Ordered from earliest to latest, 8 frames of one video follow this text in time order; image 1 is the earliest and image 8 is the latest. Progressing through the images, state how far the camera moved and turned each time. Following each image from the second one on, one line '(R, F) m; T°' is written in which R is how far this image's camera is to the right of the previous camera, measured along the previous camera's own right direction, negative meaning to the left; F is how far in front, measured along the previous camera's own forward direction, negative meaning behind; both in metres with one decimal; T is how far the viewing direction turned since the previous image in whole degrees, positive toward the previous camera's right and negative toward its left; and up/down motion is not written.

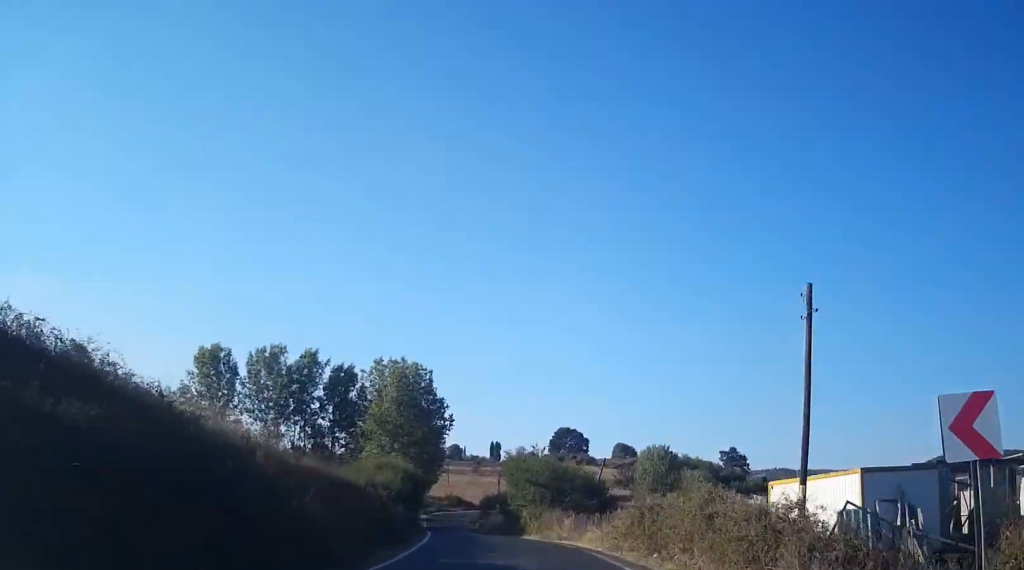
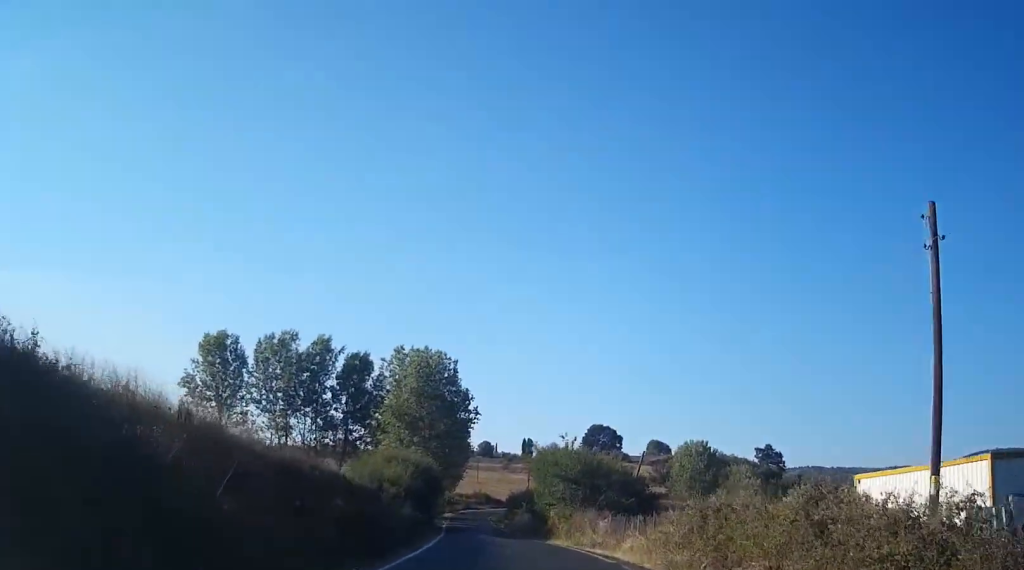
(0.0, +6.5) m; 0°
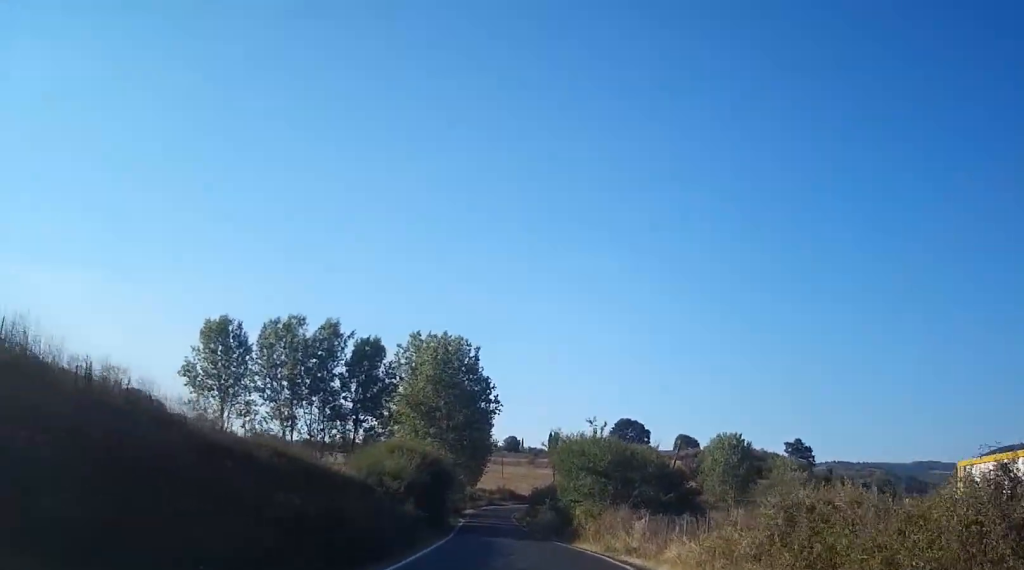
(0.0, +5.9) m; +2°
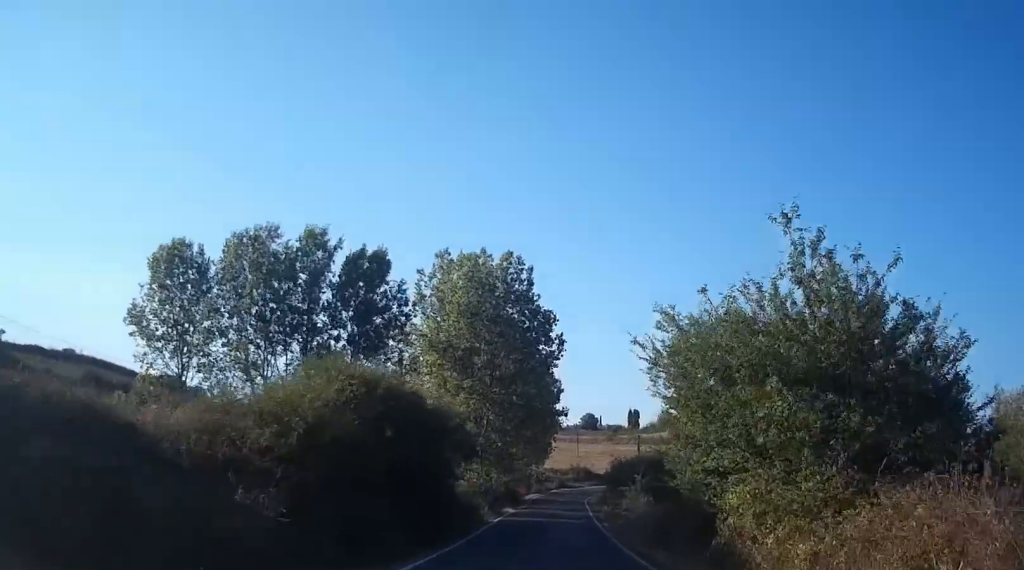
(+1.7, +22.3) m; +4°
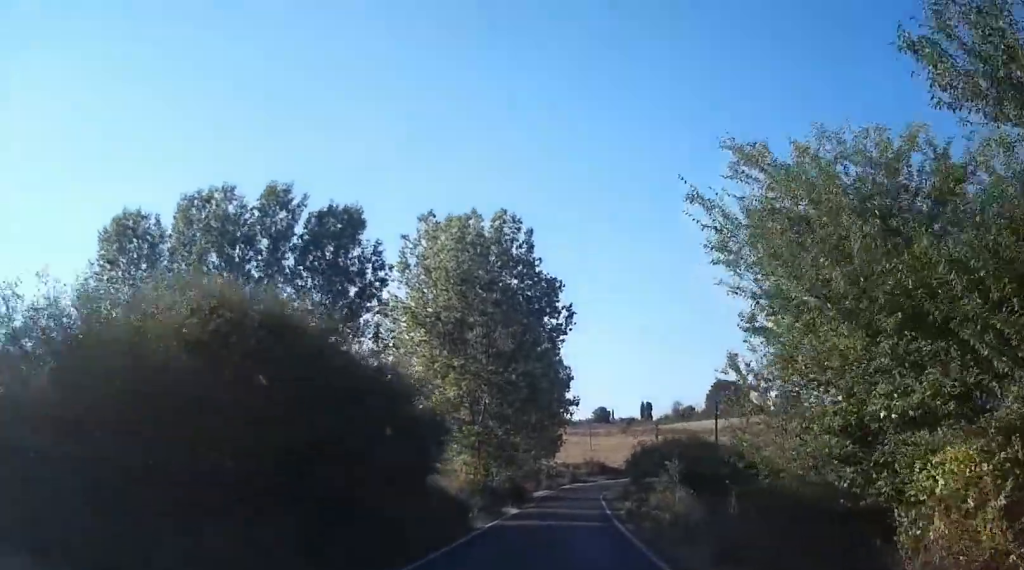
(-0.7, +8.2) m; 0°
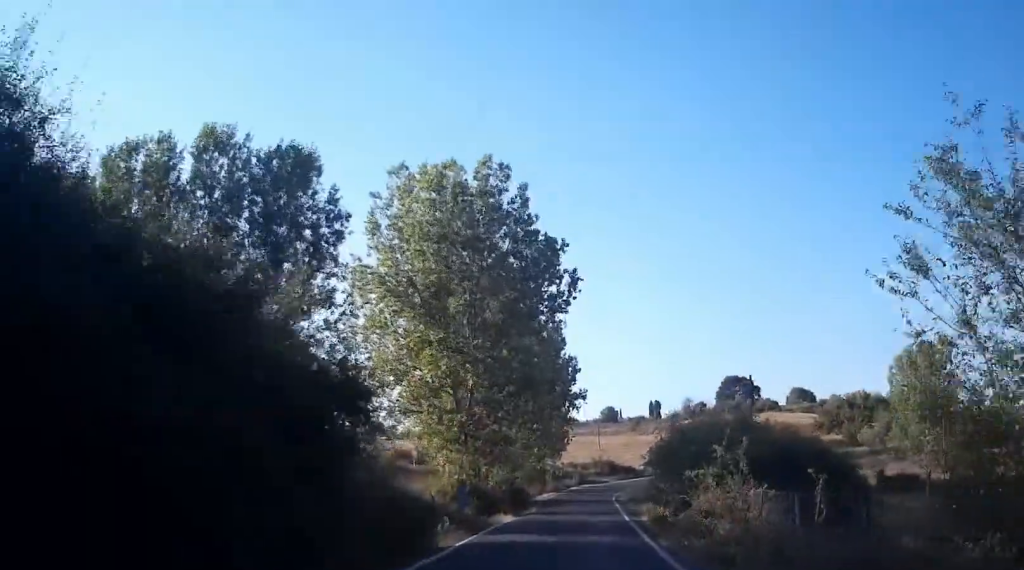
(-0.1, +8.3) m; +1°
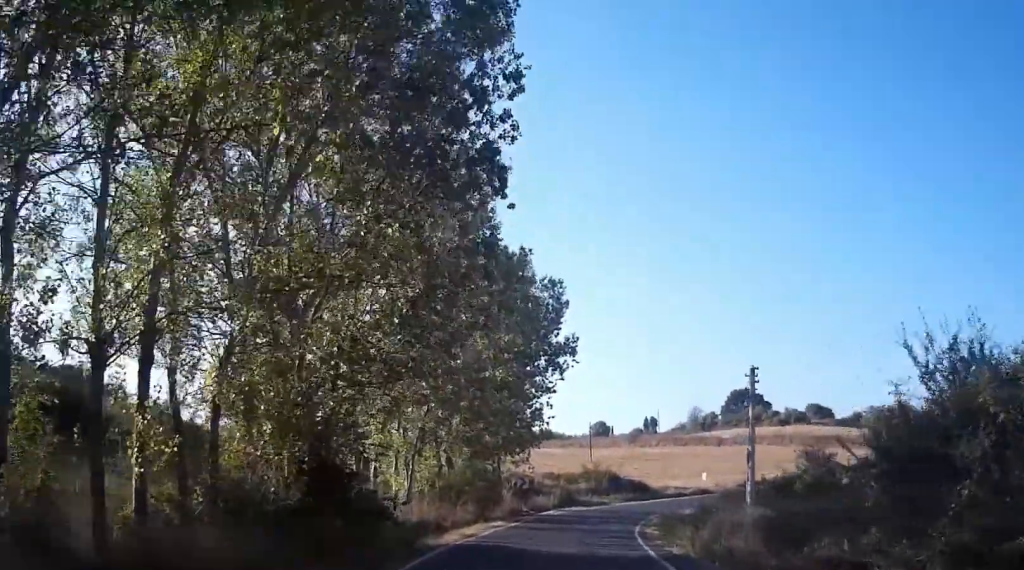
(+0.3, +37.1) m; -1°
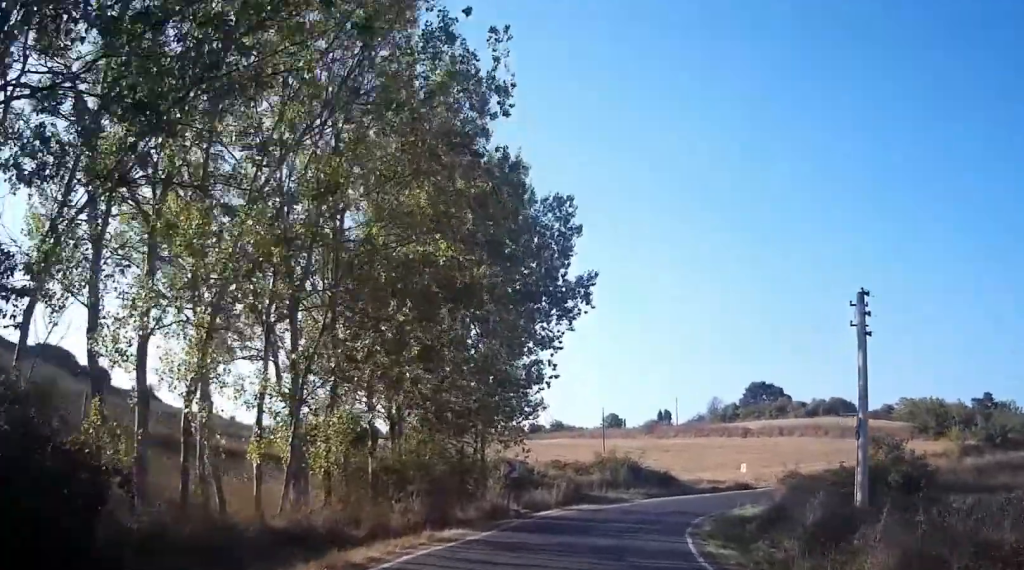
(+0.8, +12.5) m; -1°
